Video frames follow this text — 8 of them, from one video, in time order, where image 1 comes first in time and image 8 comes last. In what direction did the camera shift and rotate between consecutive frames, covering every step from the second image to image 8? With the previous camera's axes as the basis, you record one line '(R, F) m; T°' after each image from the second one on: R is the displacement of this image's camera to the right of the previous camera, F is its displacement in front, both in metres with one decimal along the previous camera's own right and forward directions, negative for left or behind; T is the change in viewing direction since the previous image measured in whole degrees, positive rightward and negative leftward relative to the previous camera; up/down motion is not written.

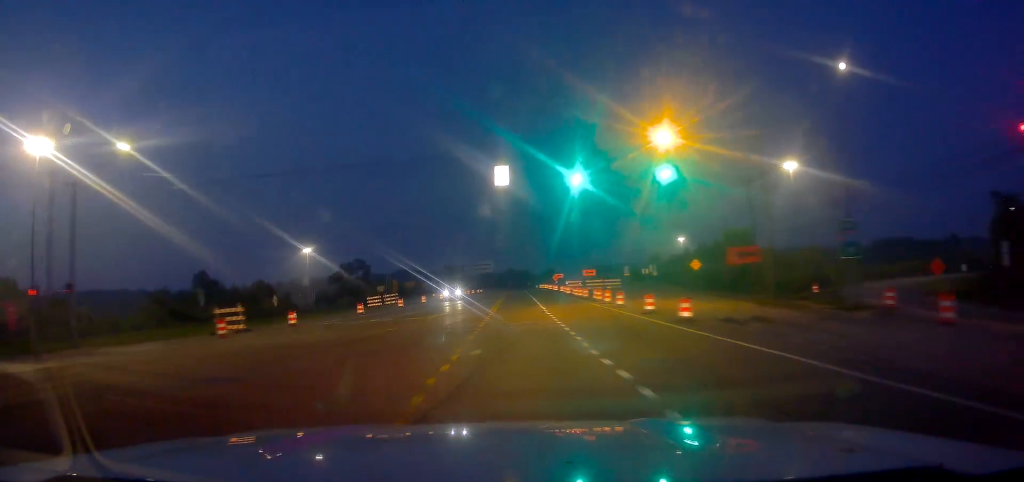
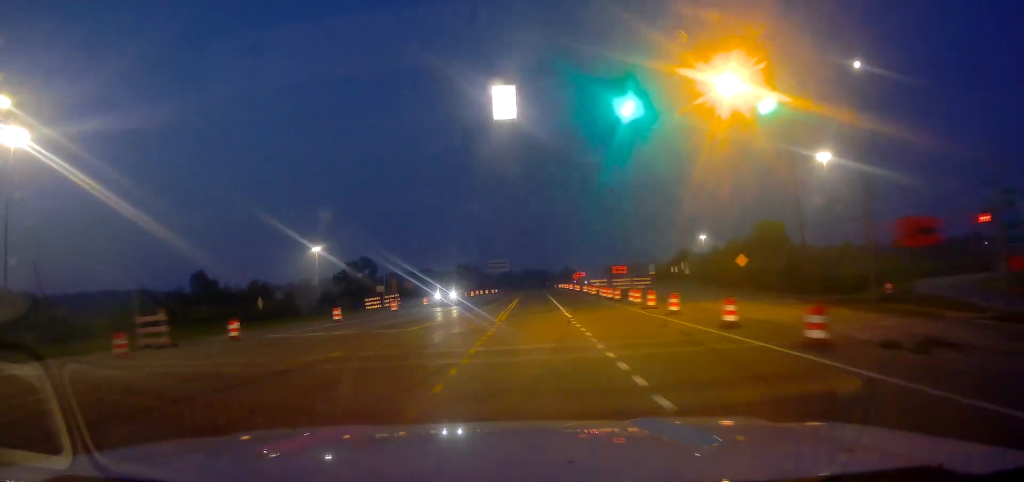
(-0.2, +9.9) m; -1°
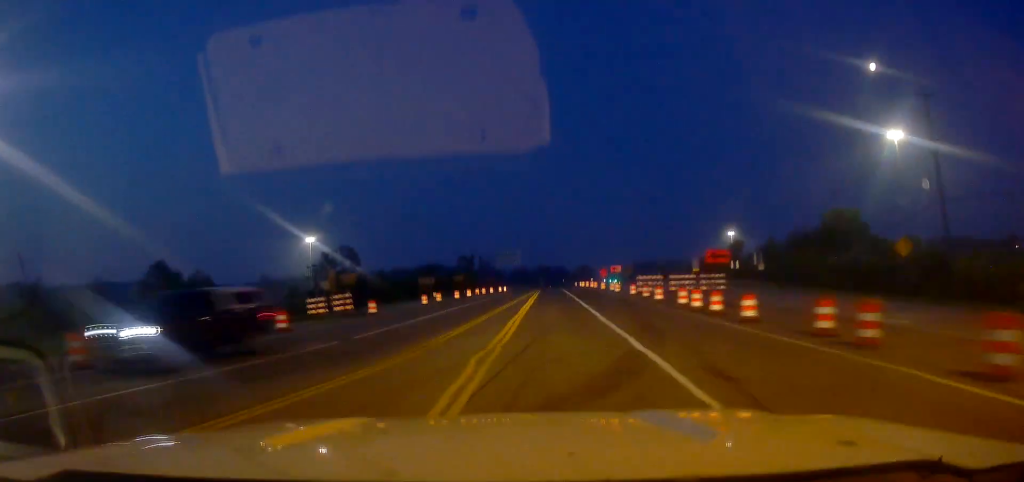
(-0.3, +25.0) m; -3°
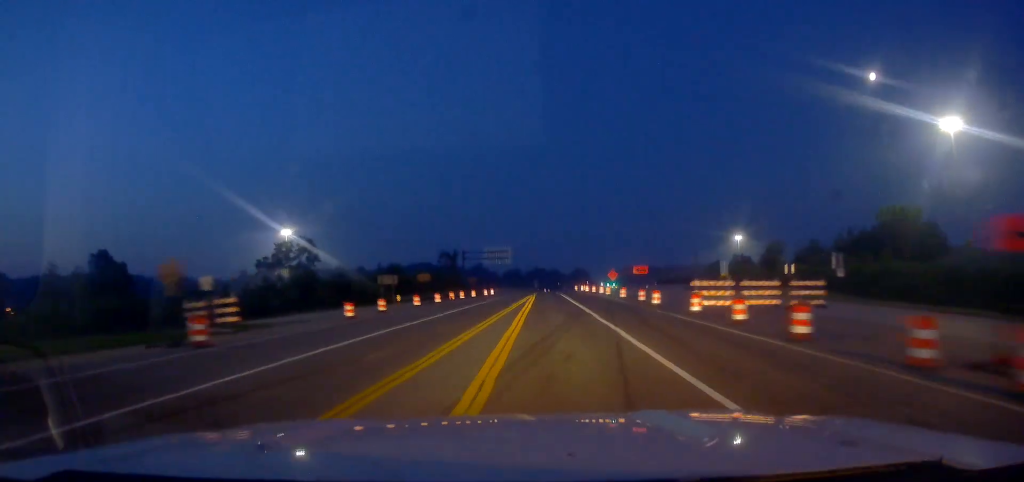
(-0.7, +20.1) m; -1°
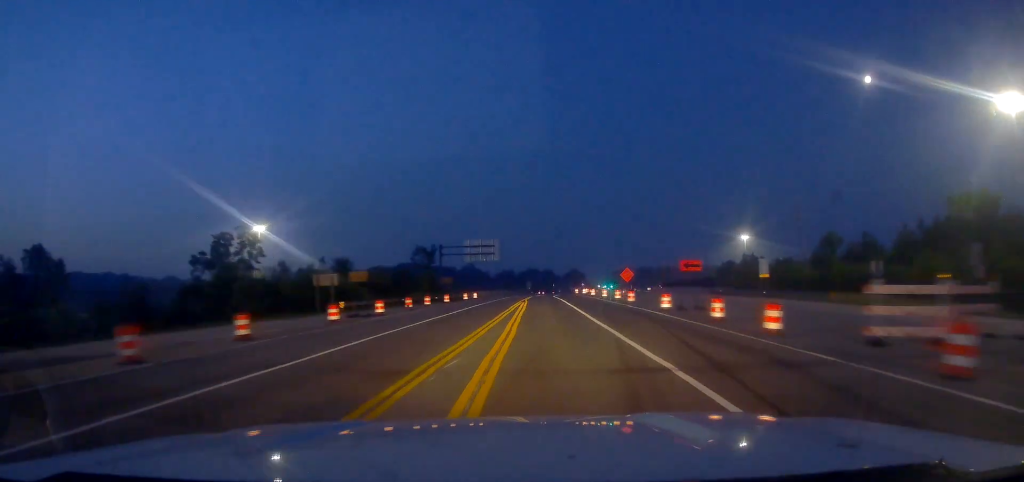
(+0.2, +18.3) m; +2°
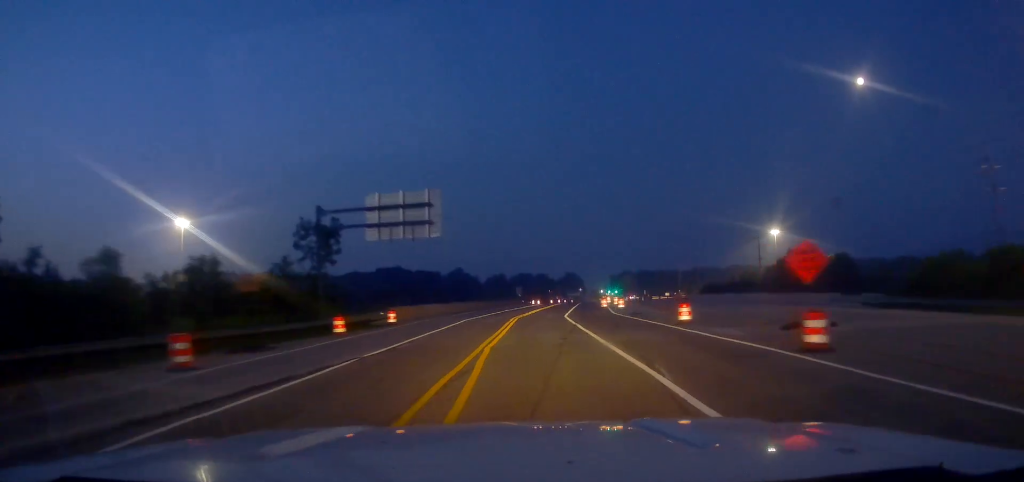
(+1.1, +44.8) m; +2°
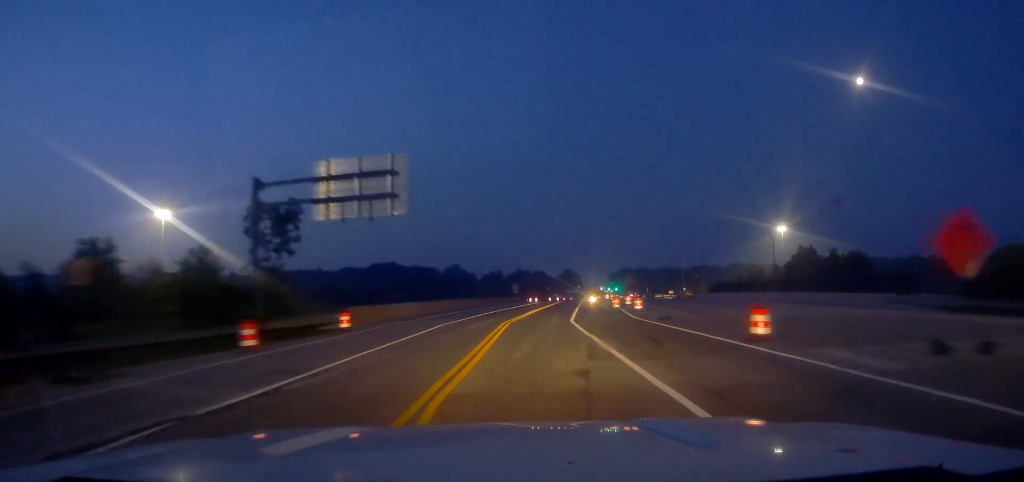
(0.0, +9.0) m; 0°
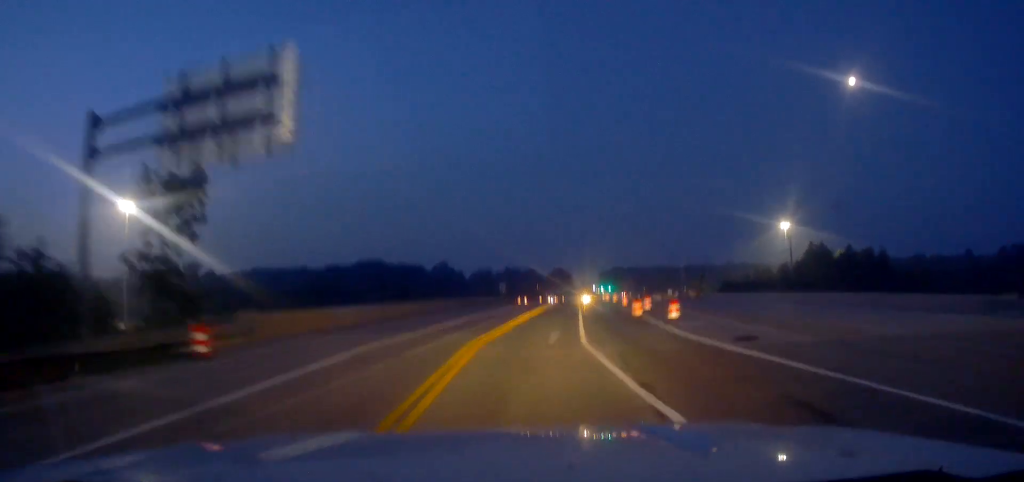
(+0.1, +12.5) m; 0°
